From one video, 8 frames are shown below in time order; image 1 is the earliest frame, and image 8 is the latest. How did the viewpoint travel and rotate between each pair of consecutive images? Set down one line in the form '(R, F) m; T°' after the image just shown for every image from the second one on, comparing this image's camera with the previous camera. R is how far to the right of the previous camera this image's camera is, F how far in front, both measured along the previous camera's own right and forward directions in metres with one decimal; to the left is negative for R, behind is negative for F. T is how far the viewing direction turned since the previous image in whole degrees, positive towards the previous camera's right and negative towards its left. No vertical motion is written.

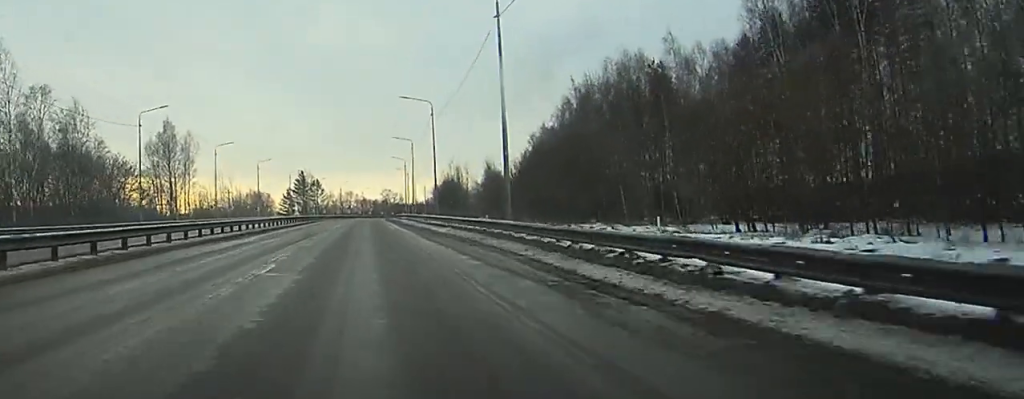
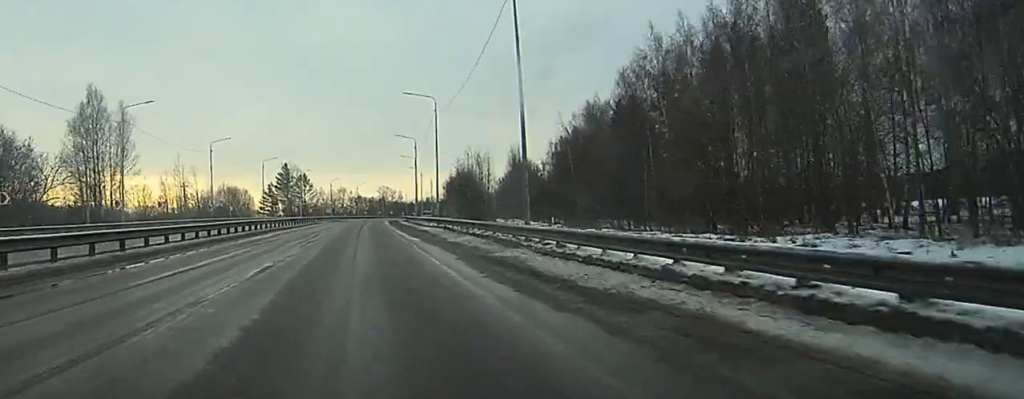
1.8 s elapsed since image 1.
(+1.0, +45.0) m; +1°
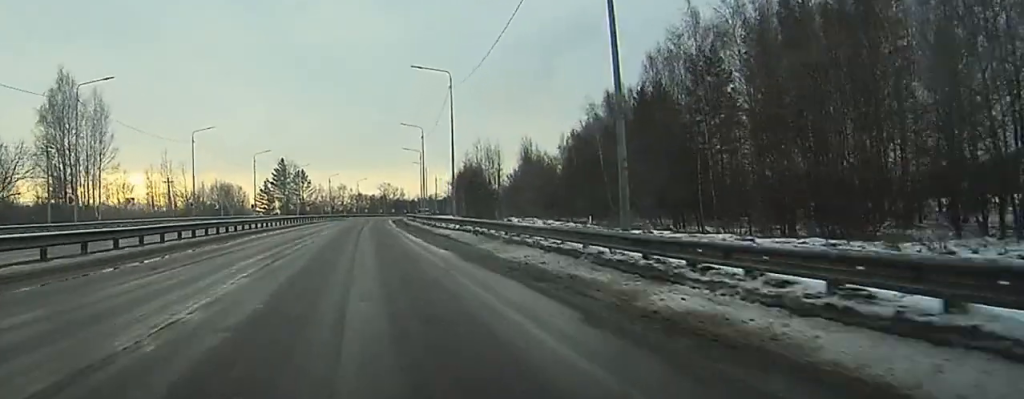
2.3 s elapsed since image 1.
(0.0, +12.7) m; 0°
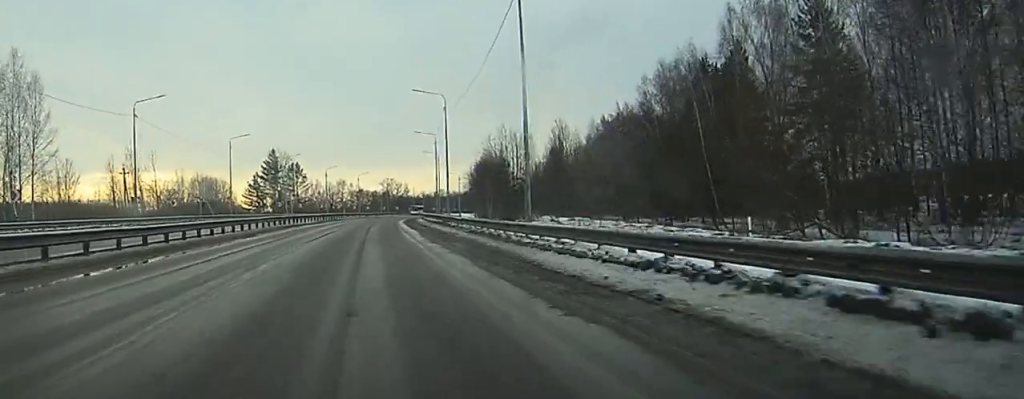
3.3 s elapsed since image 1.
(+0.1, +27.0) m; 0°
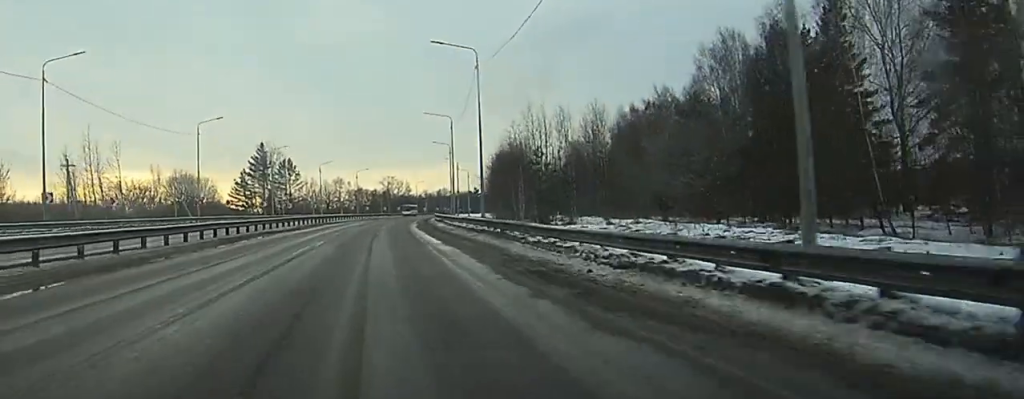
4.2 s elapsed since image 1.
(+0.1, +21.9) m; 0°
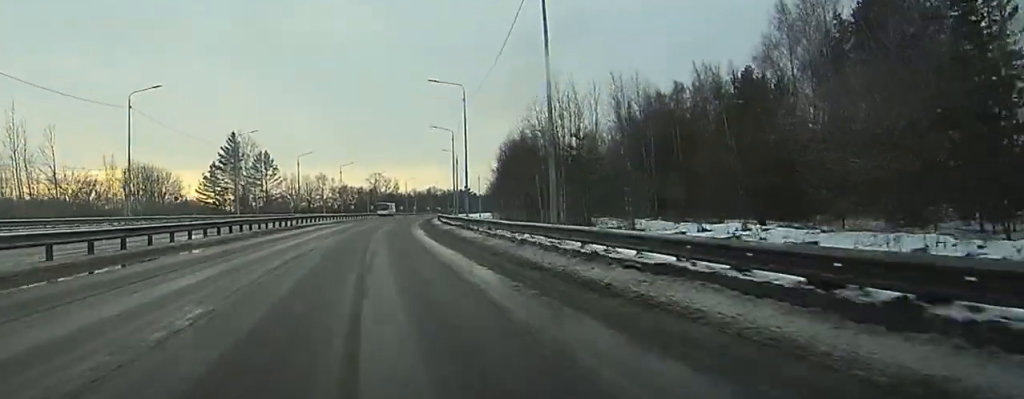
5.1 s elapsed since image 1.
(+0.1, +22.7) m; 0°
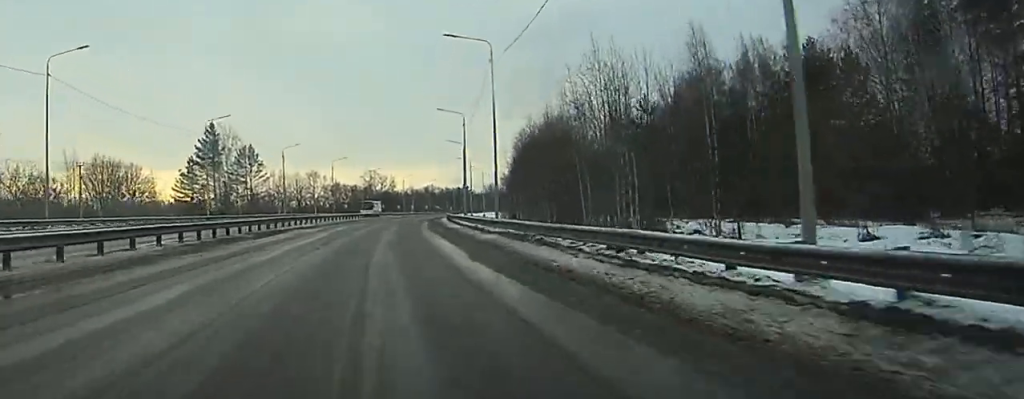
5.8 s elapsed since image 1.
(0.0, +17.6) m; 0°
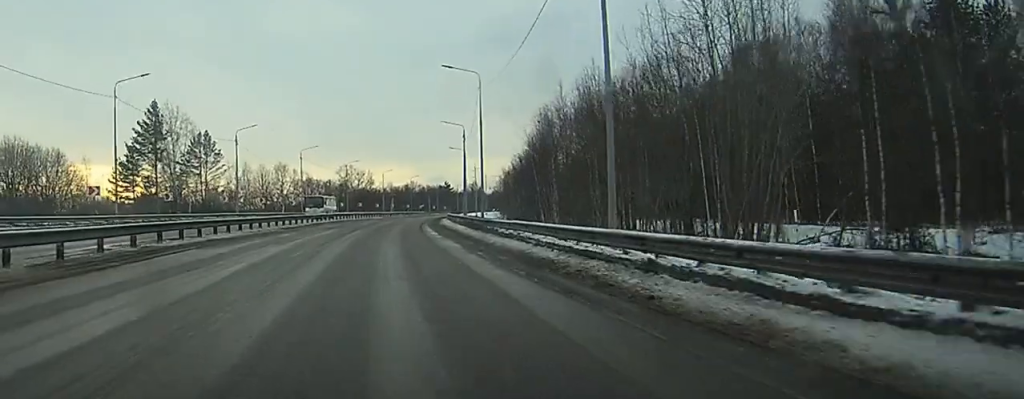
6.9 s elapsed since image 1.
(+0.2, +26.8) m; +1°
